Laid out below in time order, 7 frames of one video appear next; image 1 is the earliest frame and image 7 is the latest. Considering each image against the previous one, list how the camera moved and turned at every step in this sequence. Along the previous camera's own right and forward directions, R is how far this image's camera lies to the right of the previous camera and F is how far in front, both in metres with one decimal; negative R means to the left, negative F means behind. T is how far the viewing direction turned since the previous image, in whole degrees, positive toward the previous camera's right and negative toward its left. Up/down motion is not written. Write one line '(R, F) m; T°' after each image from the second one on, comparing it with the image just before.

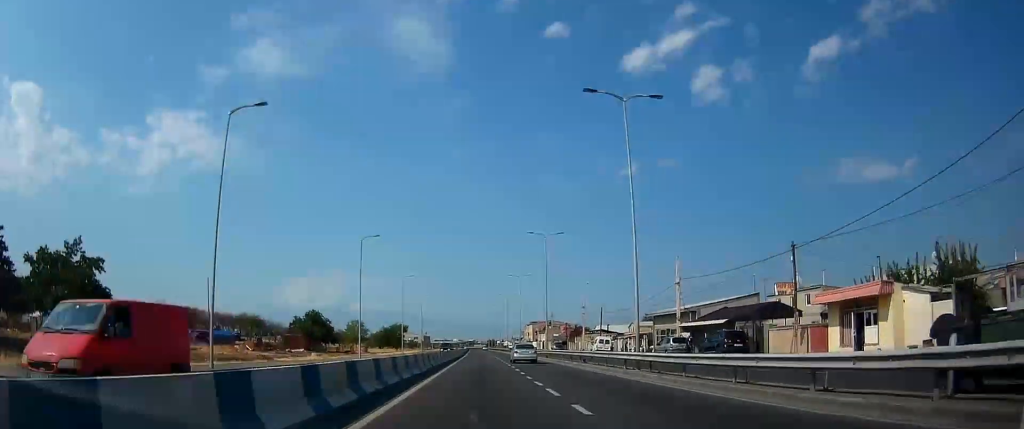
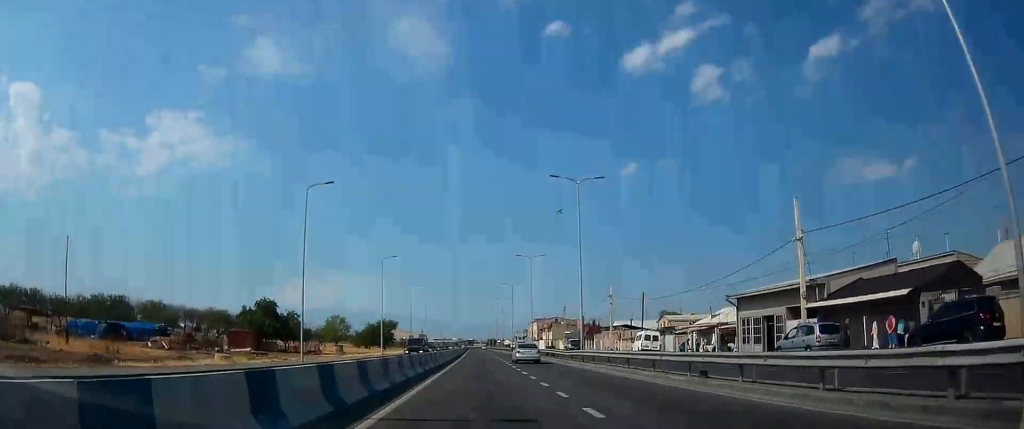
(+0.6, +20.6) m; +2°
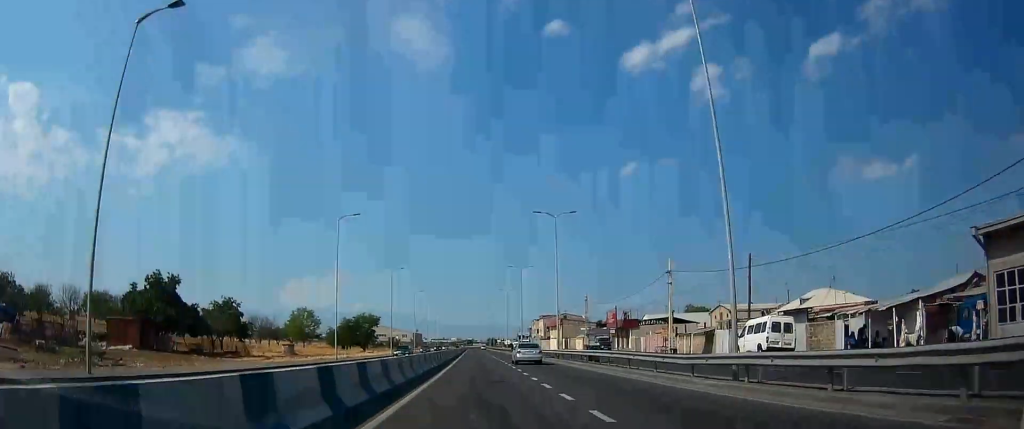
(-0.2, +24.5) m; -1°
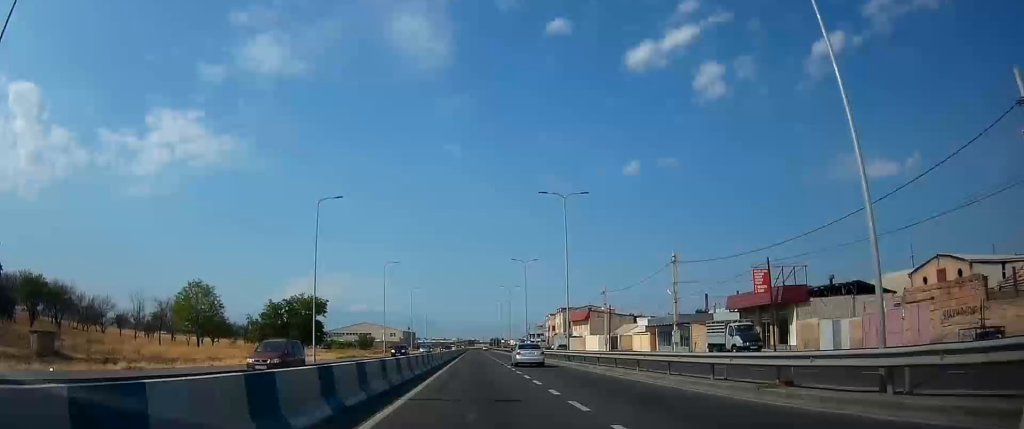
(-0.2, +42.1) m; -1°
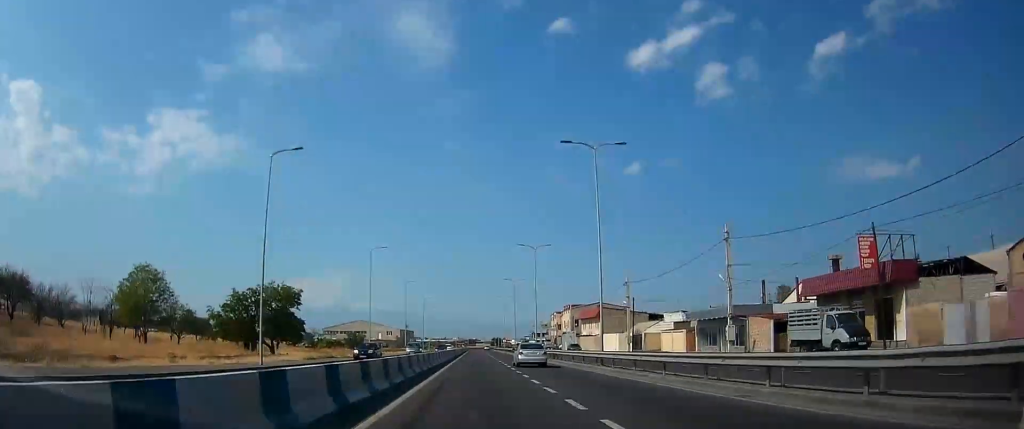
(-0.4, +11.7) m; 0°
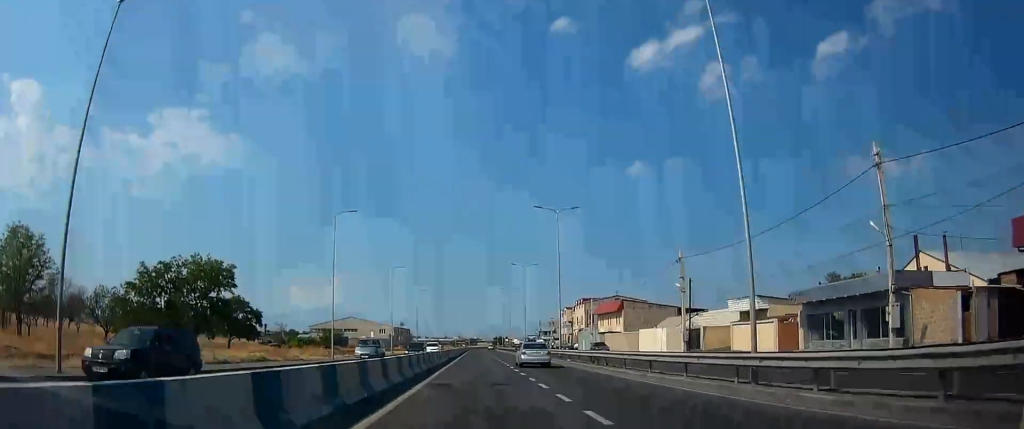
(+0.4, +18.6) m; +1°
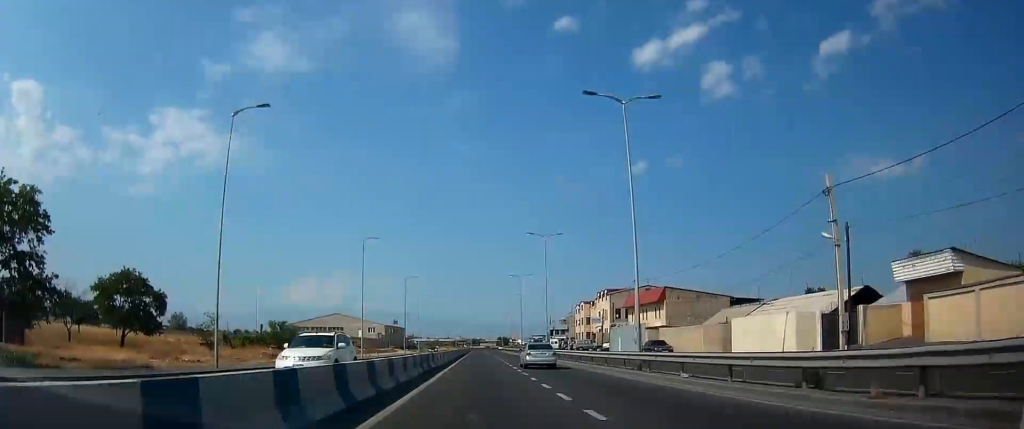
(-0.2, +23.4) m; 0°
